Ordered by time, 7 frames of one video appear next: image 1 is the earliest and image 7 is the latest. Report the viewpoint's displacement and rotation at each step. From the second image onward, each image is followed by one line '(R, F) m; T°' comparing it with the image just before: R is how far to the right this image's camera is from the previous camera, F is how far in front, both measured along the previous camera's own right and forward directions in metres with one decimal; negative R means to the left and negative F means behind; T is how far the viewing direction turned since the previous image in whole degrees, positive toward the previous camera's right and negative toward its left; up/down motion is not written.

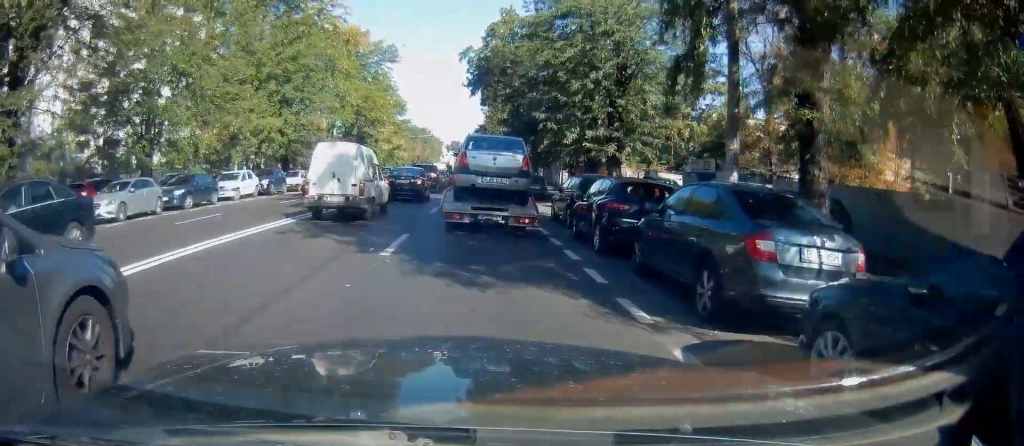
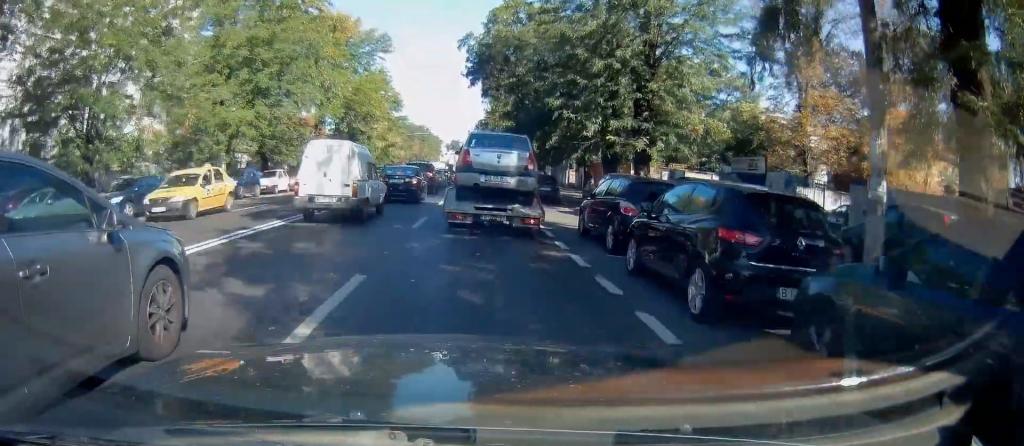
(+0.1, +4.9) m; +2°
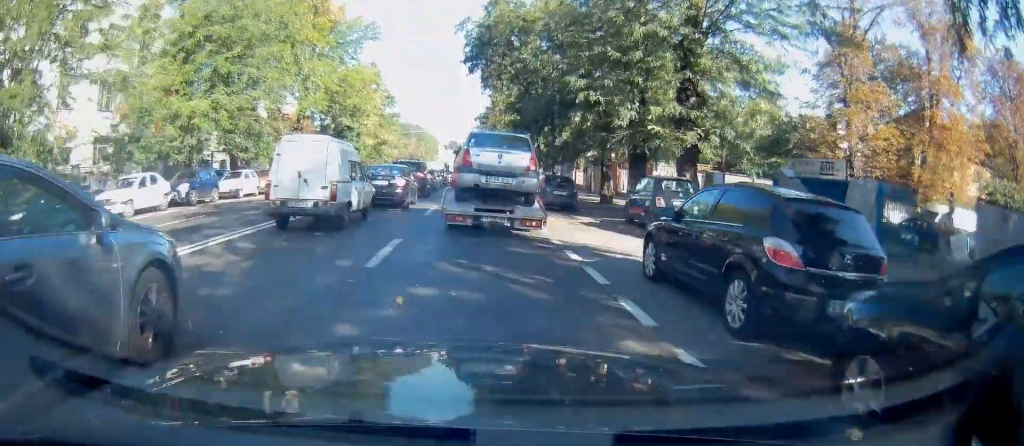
(+0.1, +5.8) m; +2°
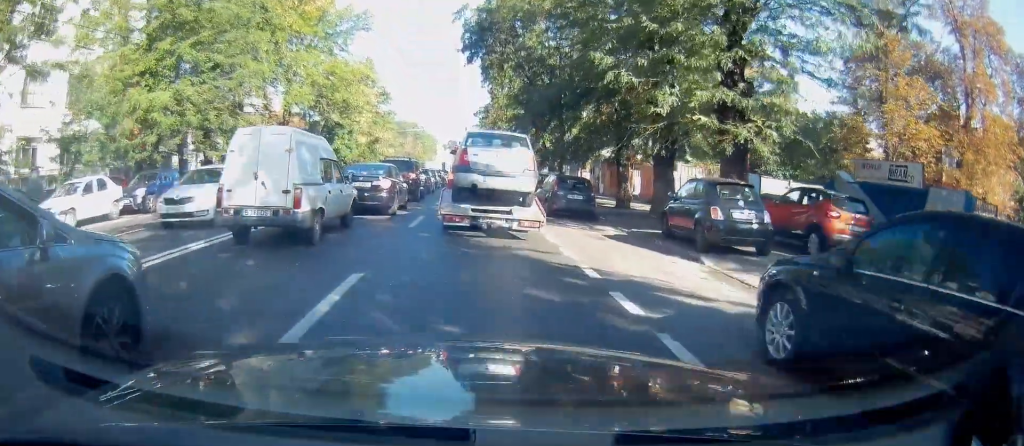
(0.0, +3.8) m; +1°
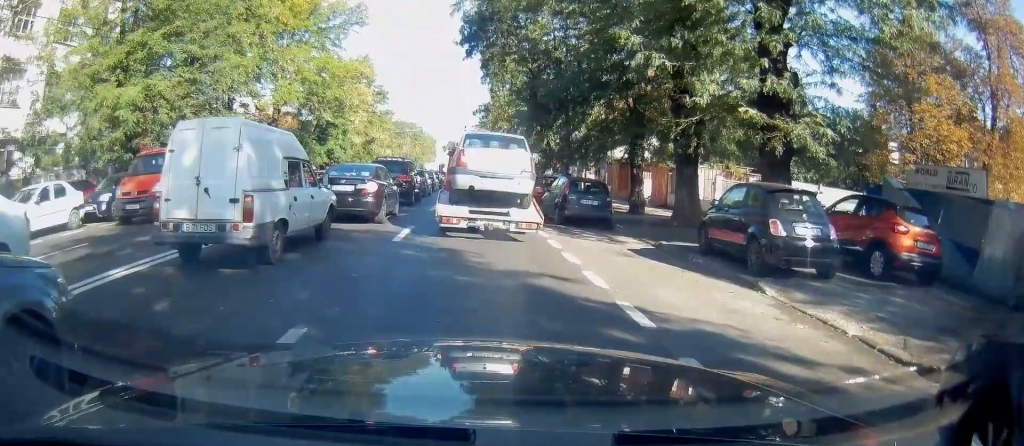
(0.0, +2.5) m; 0°
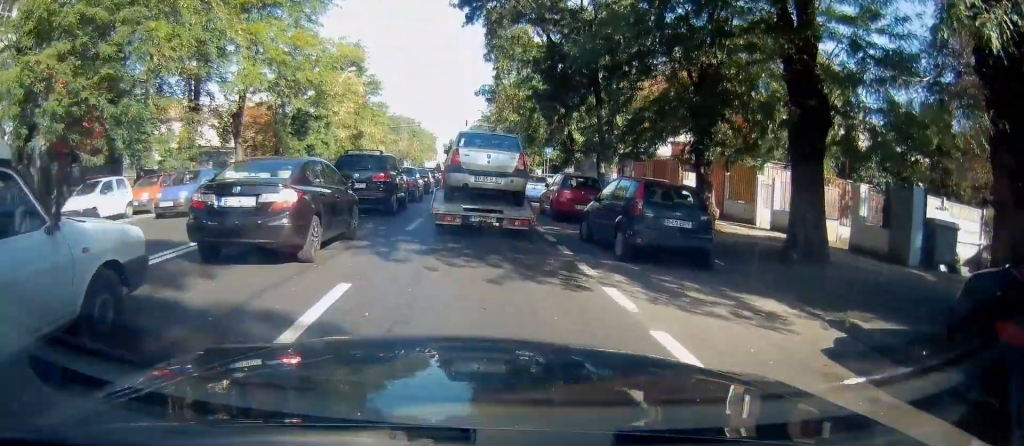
(-0.1, +7.2) m; -3°
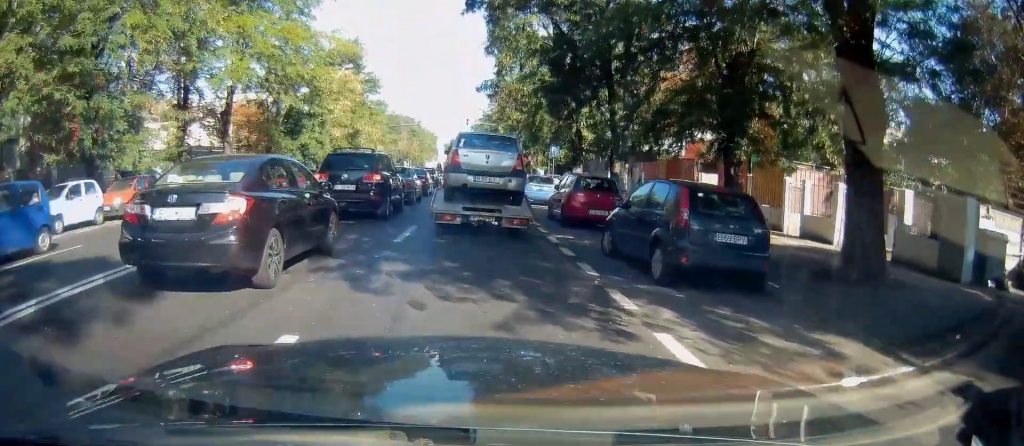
(0.0, +2.0) m; -1°
